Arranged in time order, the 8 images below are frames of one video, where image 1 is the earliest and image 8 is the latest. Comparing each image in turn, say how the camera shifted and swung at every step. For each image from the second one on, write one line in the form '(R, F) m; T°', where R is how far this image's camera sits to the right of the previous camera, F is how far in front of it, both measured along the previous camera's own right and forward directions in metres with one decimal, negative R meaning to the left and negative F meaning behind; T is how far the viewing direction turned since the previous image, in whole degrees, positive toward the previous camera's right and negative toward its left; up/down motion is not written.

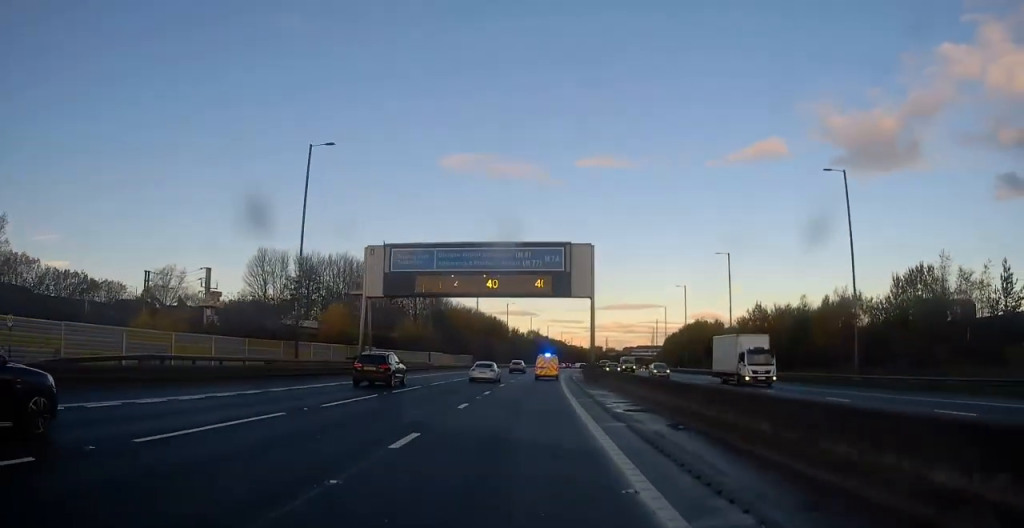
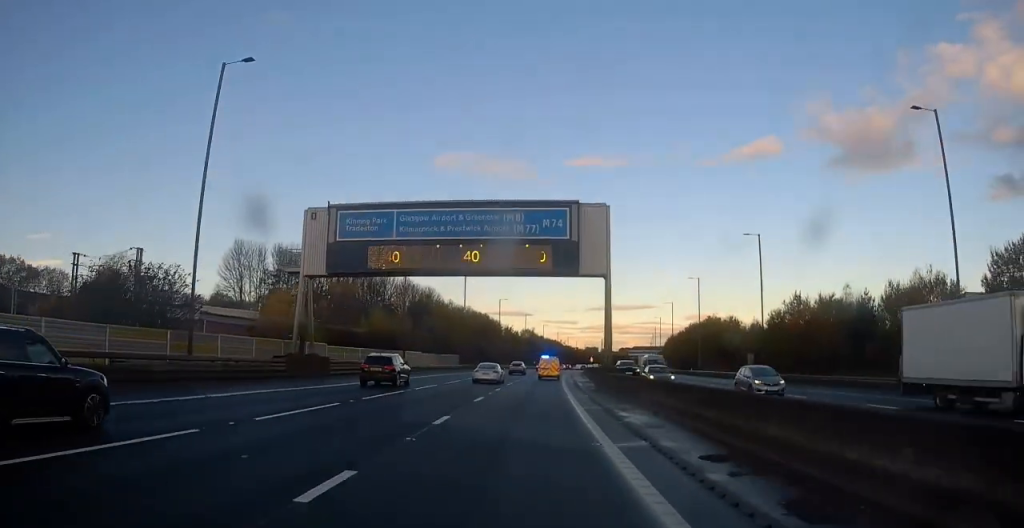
(+0.3, +13.2) m; 0°
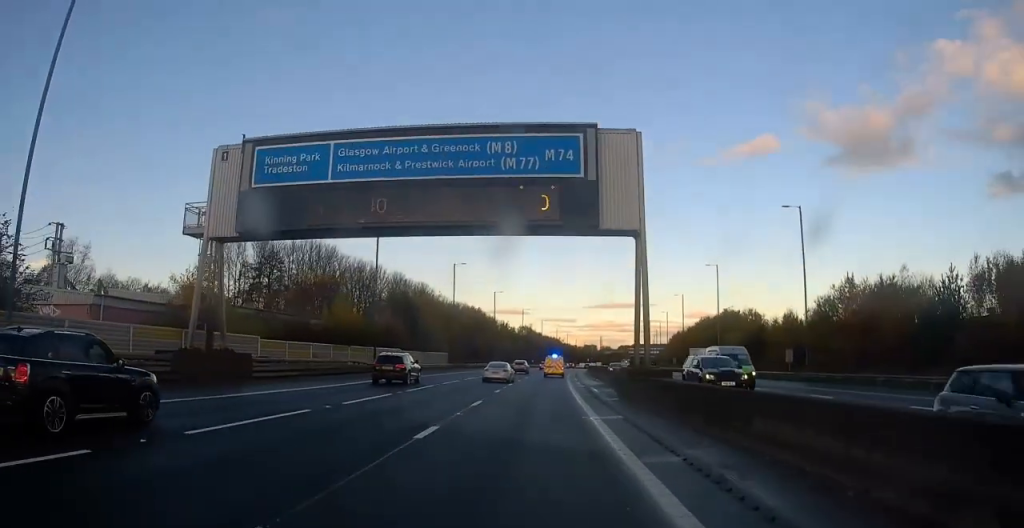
(-0.1, +11.8) m; 0°
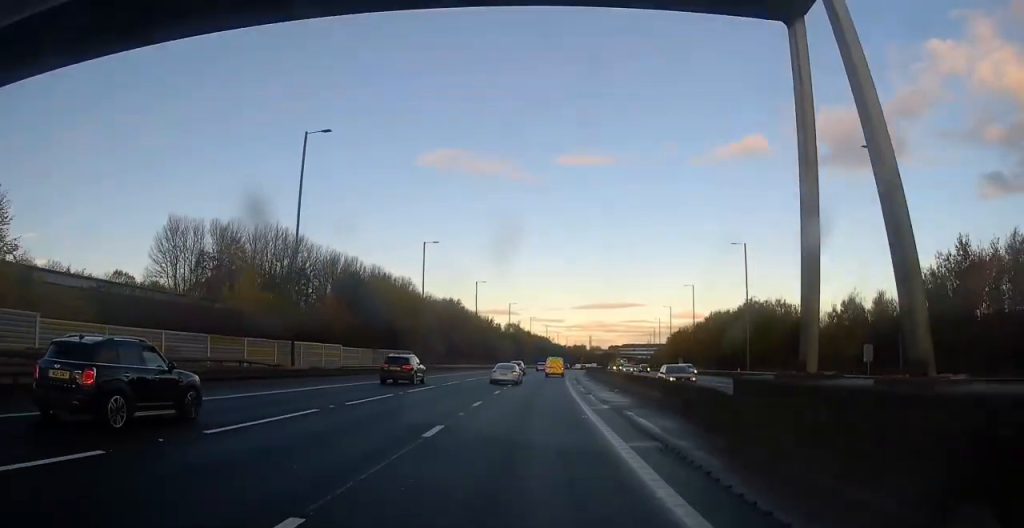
(+0.1, +17.0) m; +1°
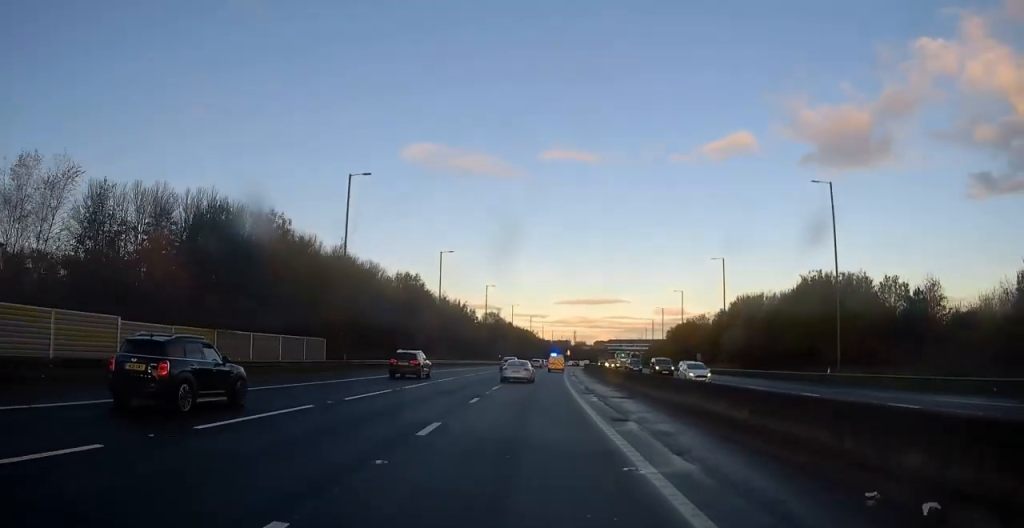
(-0.1, +26.1) m; 0°
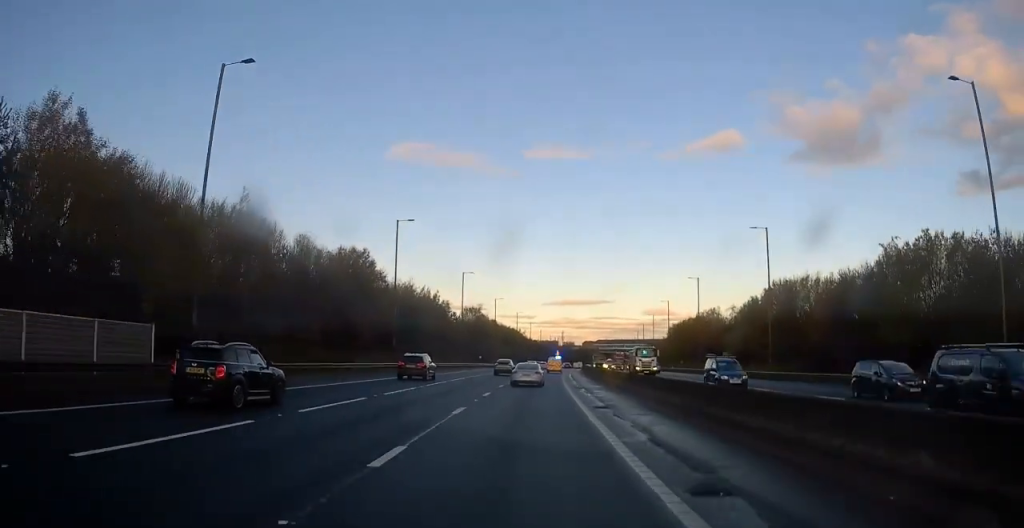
(+0.7, +21.1) m; +3°
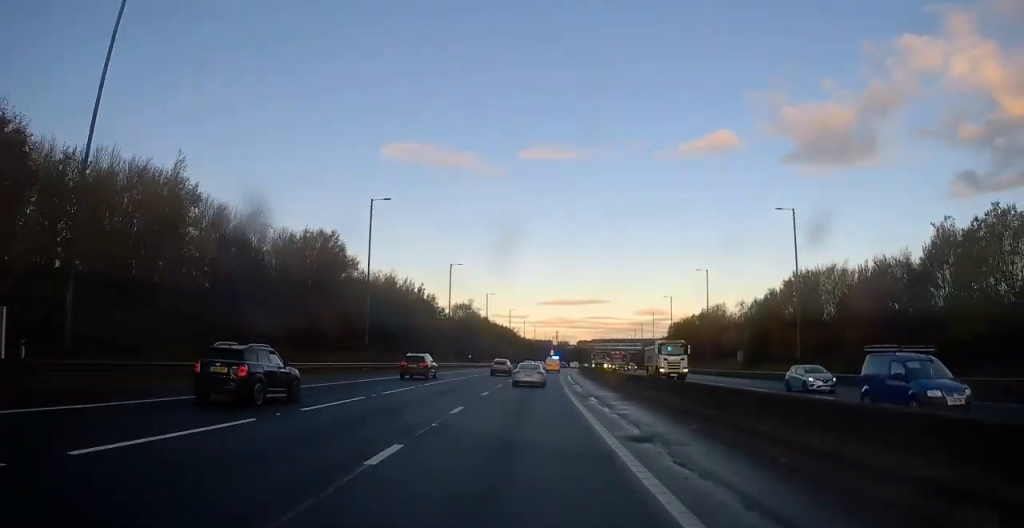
(+0.2, +8.9) m; +1°
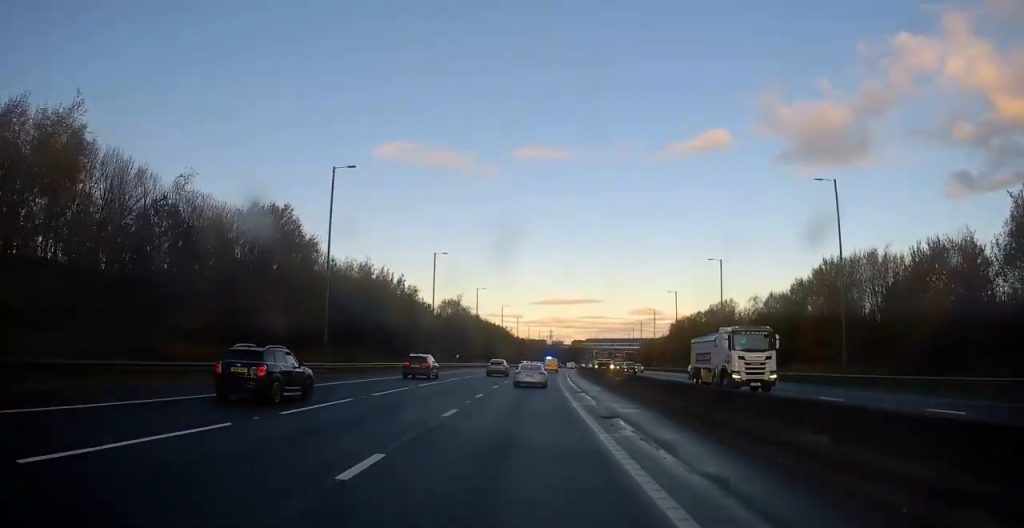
(+0.1, +10.1) m; 0°
